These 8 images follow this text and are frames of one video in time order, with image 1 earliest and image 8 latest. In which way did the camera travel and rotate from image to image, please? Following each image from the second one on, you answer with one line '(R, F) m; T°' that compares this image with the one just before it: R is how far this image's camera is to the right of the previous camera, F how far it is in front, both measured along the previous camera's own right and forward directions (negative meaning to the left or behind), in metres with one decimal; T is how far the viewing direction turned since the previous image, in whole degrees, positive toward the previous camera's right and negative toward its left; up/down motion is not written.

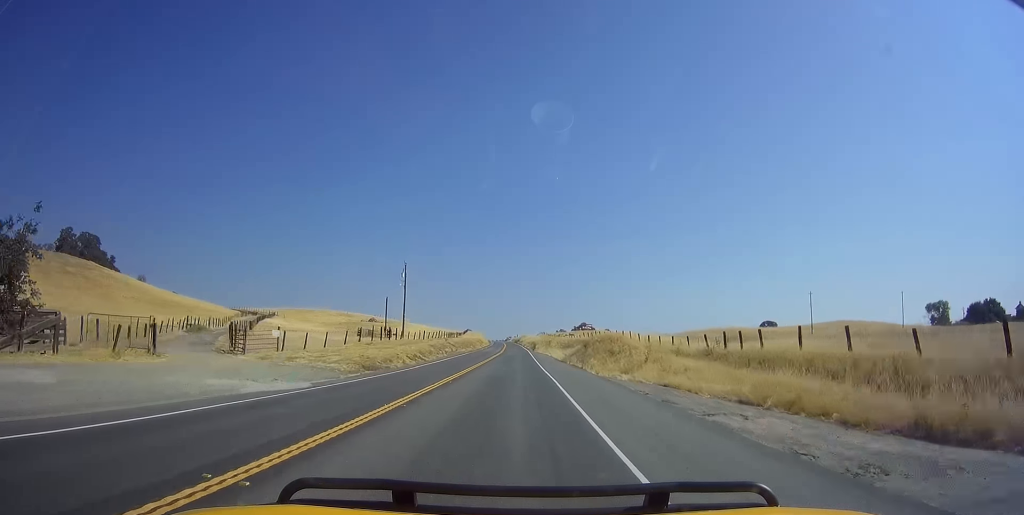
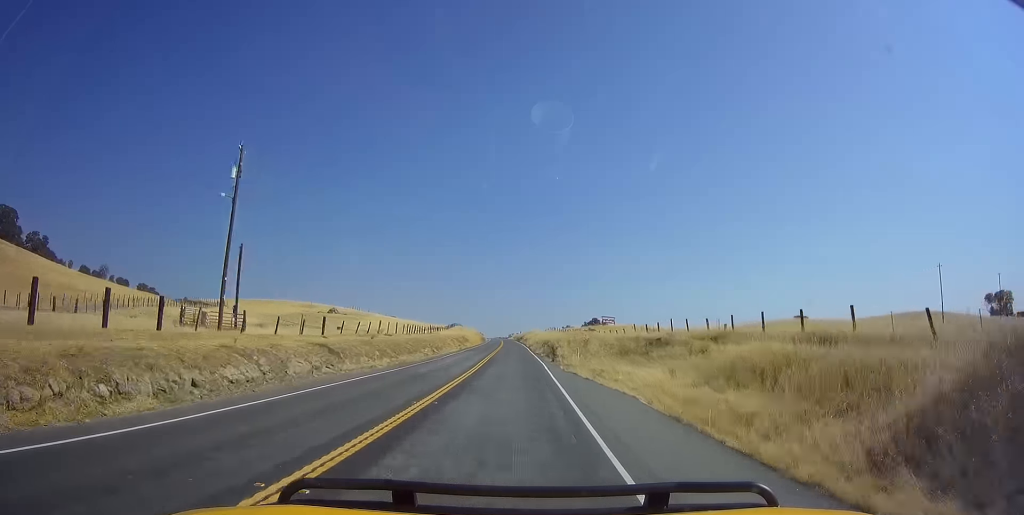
(+0.4, +44.1) m; 0°
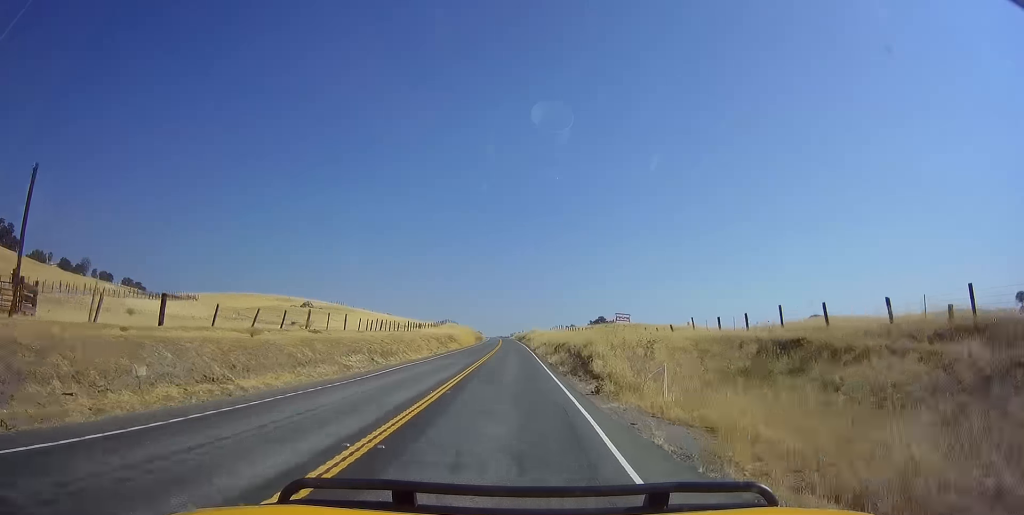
(-0.6, +19.9) m; 0°
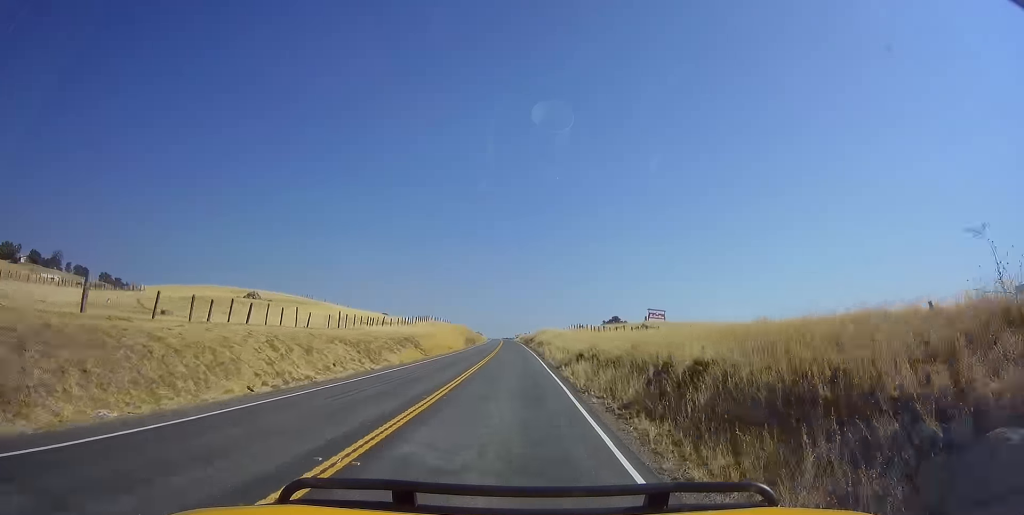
(+0.5, +30.6) m; 0°
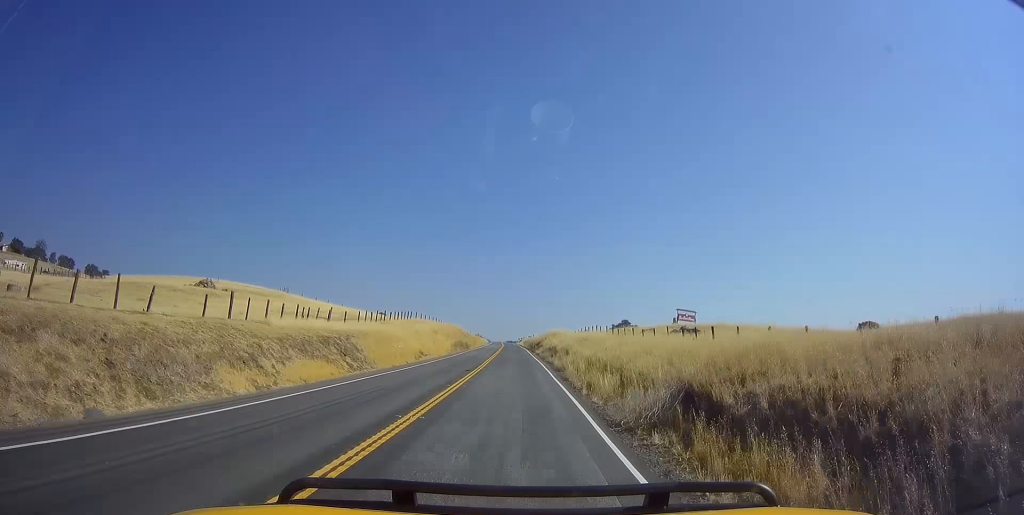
(-0.4, +18.0) m; -1°
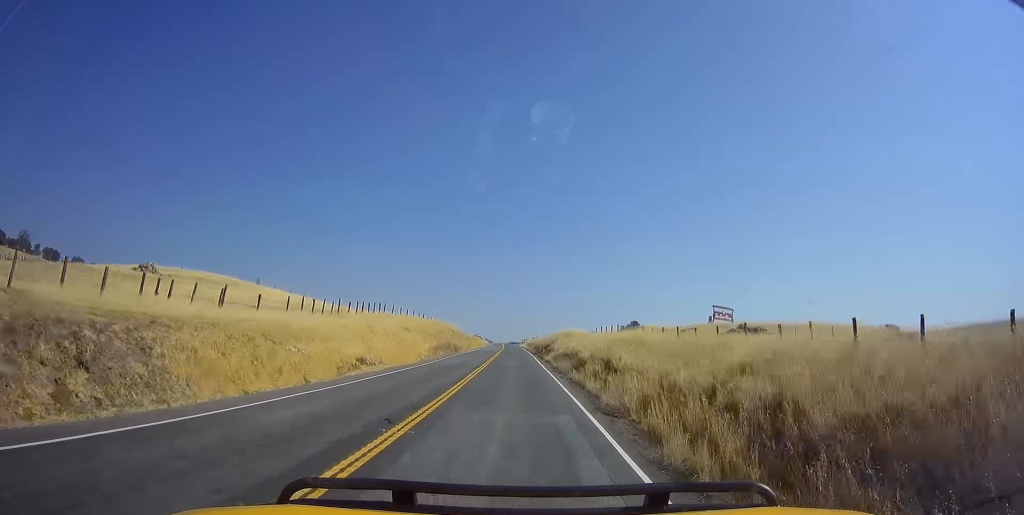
(-0.1, +16.3) m; 0°
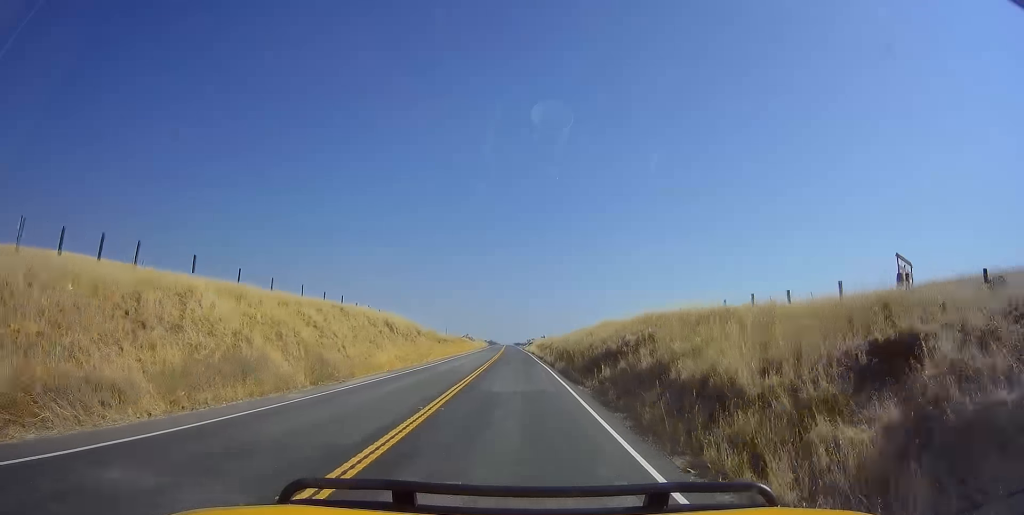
(+0.1, +40.4) m; 0°
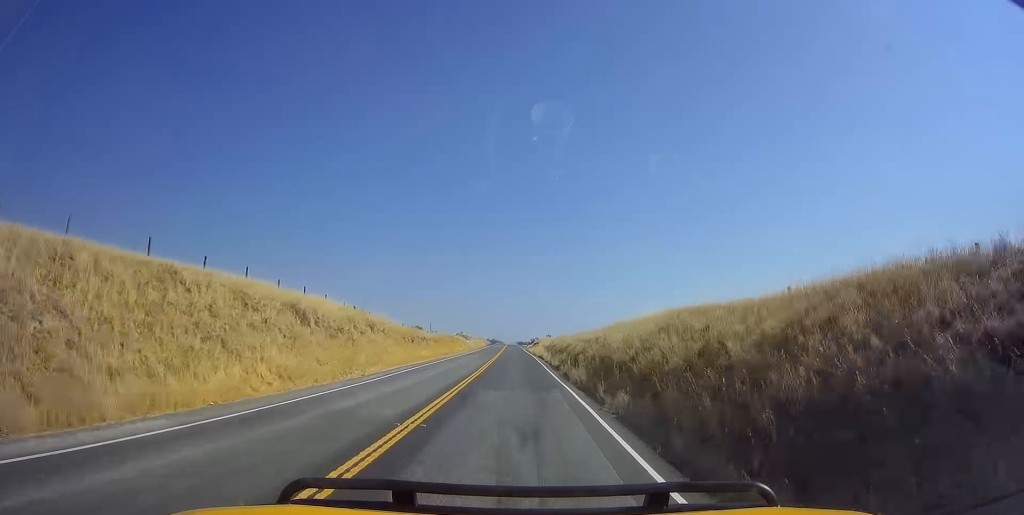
(0.0, +17.0) m; 0°
